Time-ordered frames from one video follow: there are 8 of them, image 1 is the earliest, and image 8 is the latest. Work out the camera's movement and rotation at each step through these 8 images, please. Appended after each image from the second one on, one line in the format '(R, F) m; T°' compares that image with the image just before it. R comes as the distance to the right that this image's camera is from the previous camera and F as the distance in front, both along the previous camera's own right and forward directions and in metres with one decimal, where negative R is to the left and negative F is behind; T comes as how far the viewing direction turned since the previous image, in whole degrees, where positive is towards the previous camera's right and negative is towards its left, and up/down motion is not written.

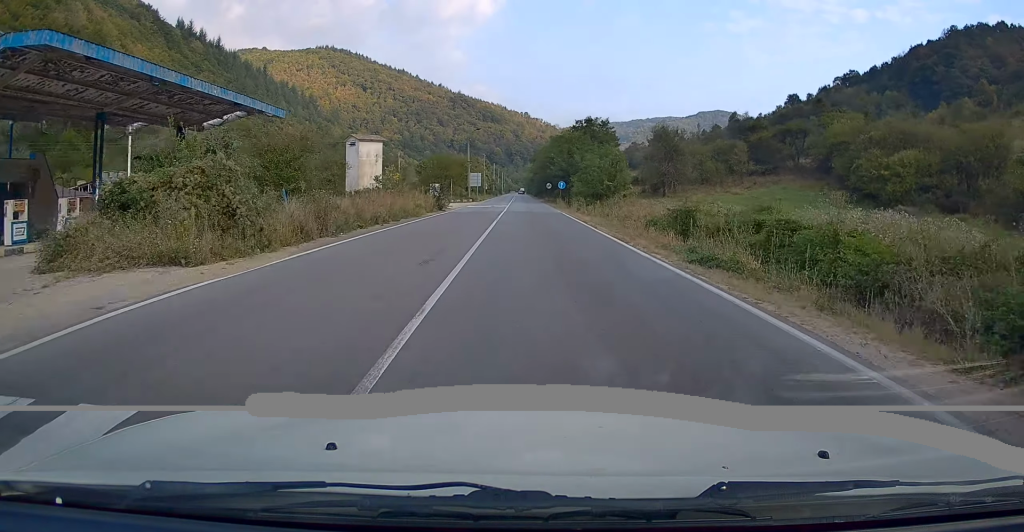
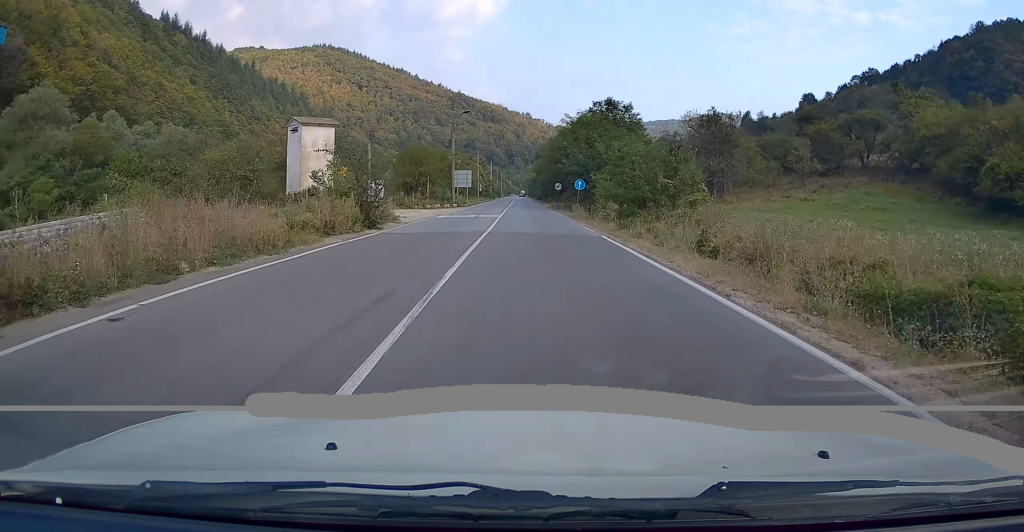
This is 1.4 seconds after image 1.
(-0.4, +19.5) m; -1°
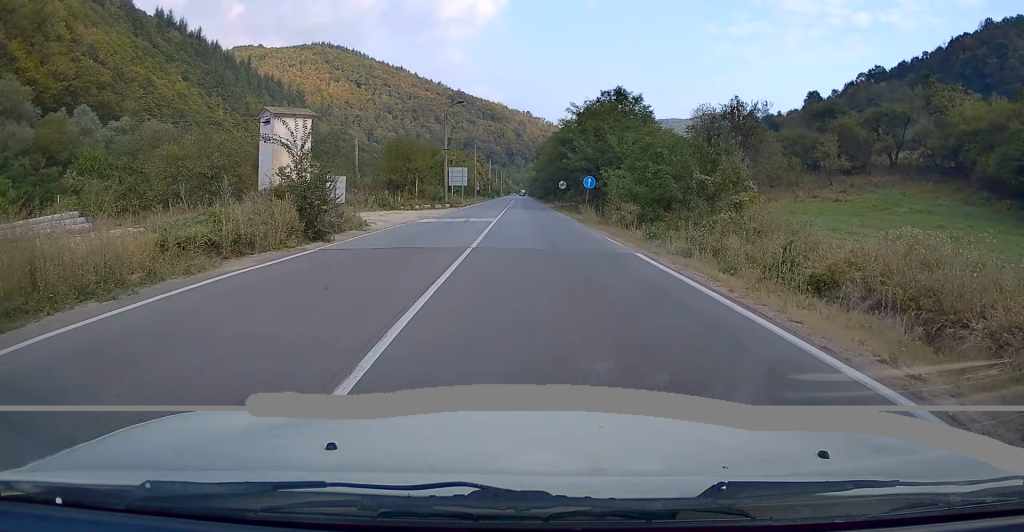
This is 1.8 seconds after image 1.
(+0.1, +6.1) m; 0°
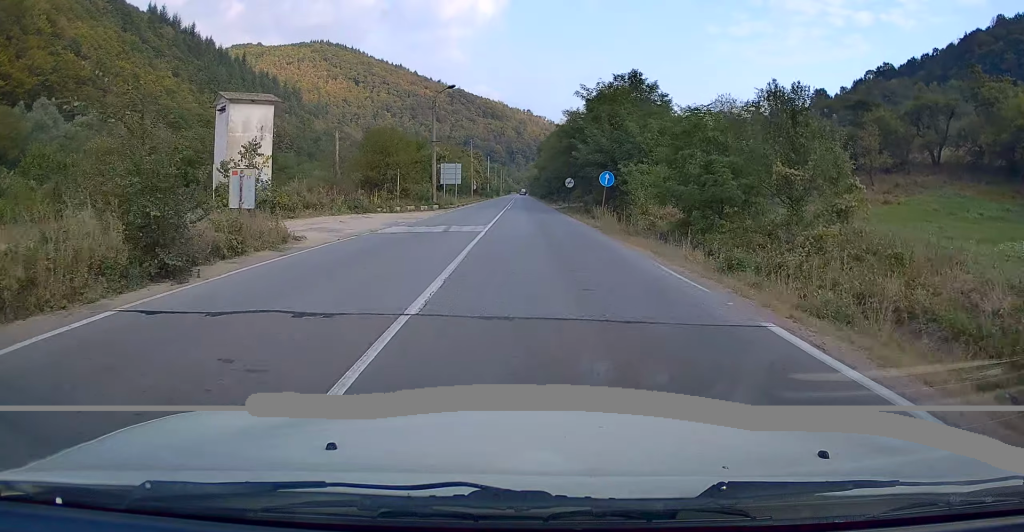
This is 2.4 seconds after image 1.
(+0.1, +7.6) m; 0°
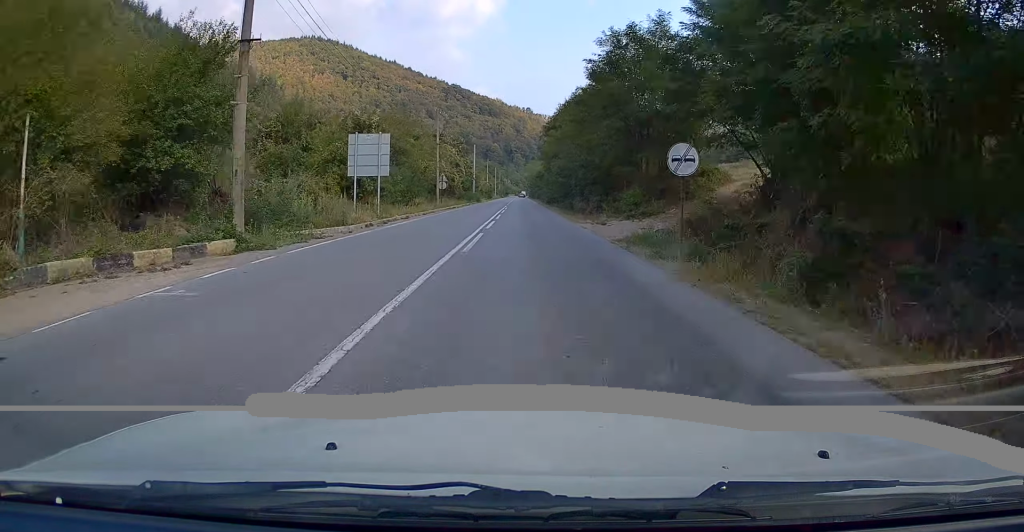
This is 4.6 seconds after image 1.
(-0.2, +33.2) m; 0°
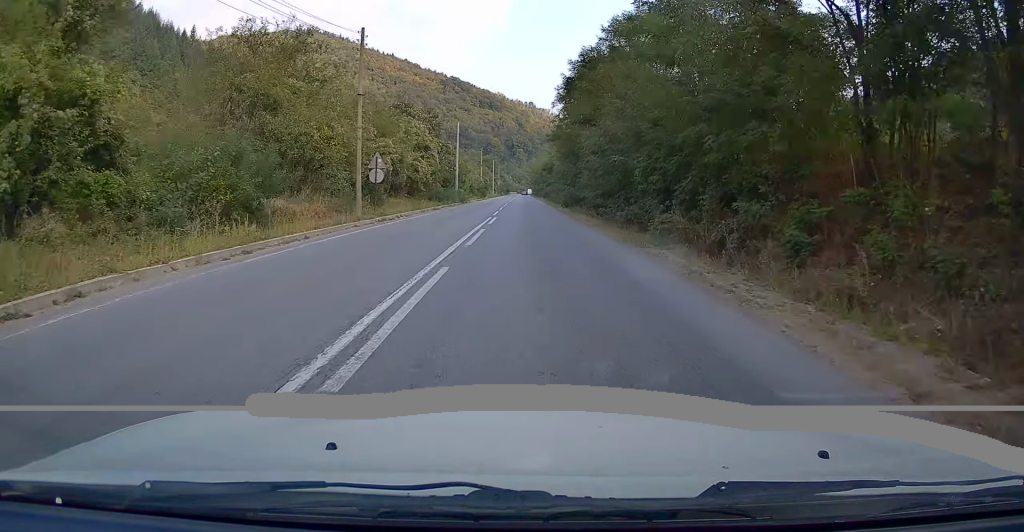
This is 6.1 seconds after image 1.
(-0.1, +25.7) m; 0°
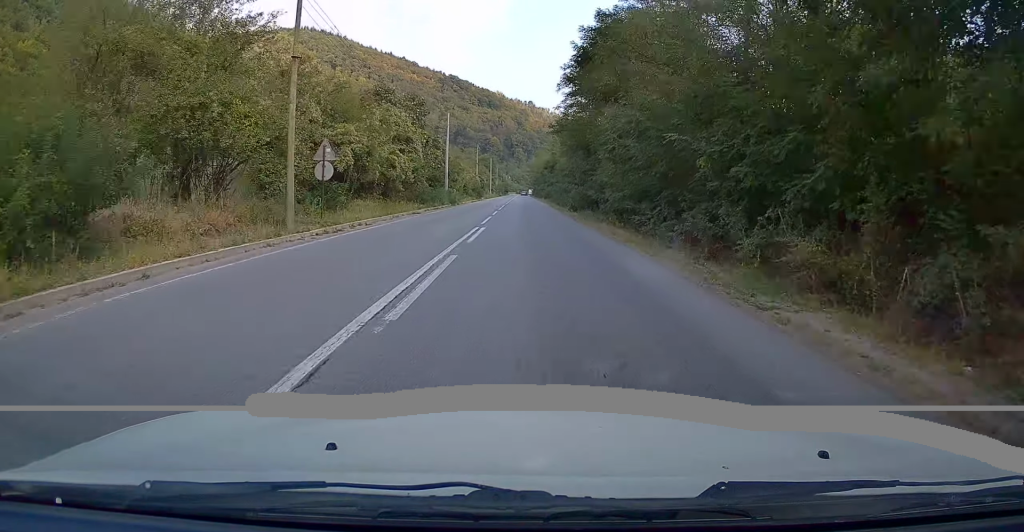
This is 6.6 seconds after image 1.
(0.0, +8.0) m; 0°
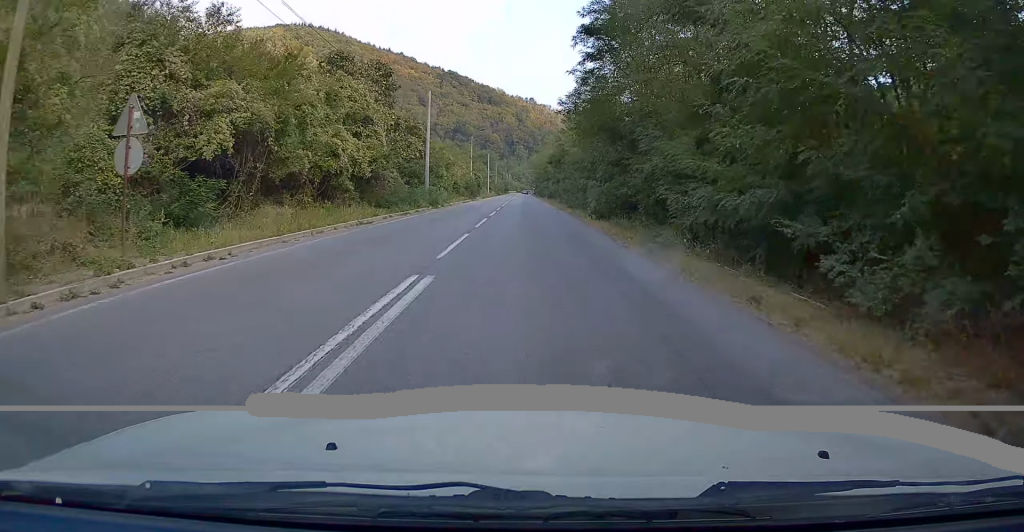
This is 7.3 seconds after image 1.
(0.0, +12.2) m; 0°
